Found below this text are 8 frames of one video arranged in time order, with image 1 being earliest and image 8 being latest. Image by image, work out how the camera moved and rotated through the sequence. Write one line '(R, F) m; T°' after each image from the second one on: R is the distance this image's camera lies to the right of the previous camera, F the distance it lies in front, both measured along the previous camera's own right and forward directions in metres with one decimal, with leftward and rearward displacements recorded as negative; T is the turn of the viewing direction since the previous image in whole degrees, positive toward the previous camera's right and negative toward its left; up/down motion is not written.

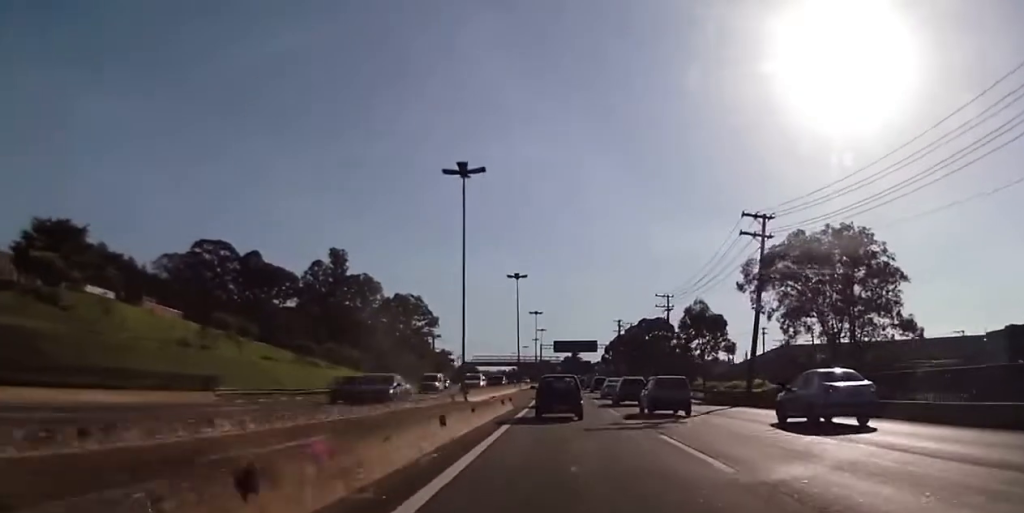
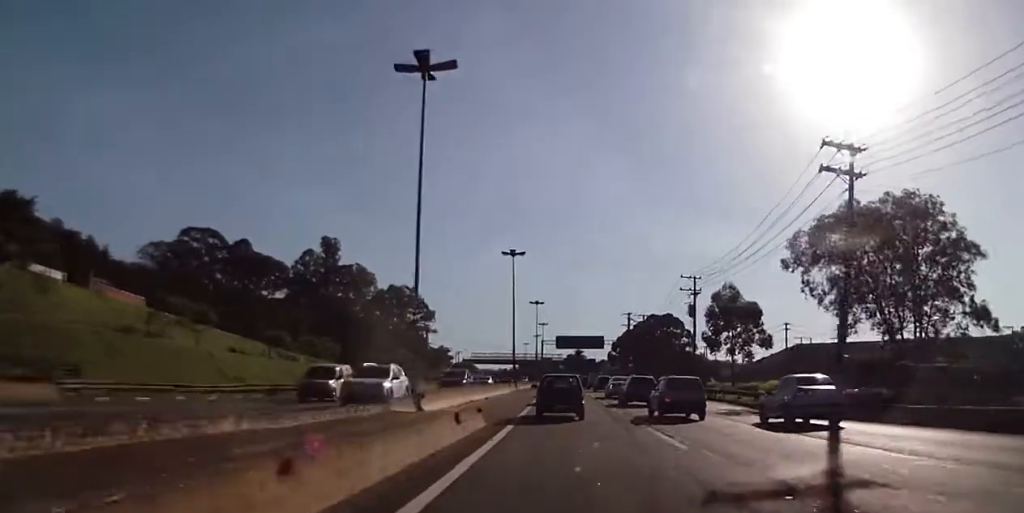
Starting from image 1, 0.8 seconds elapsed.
(+0.3, +13.1) m; 0°
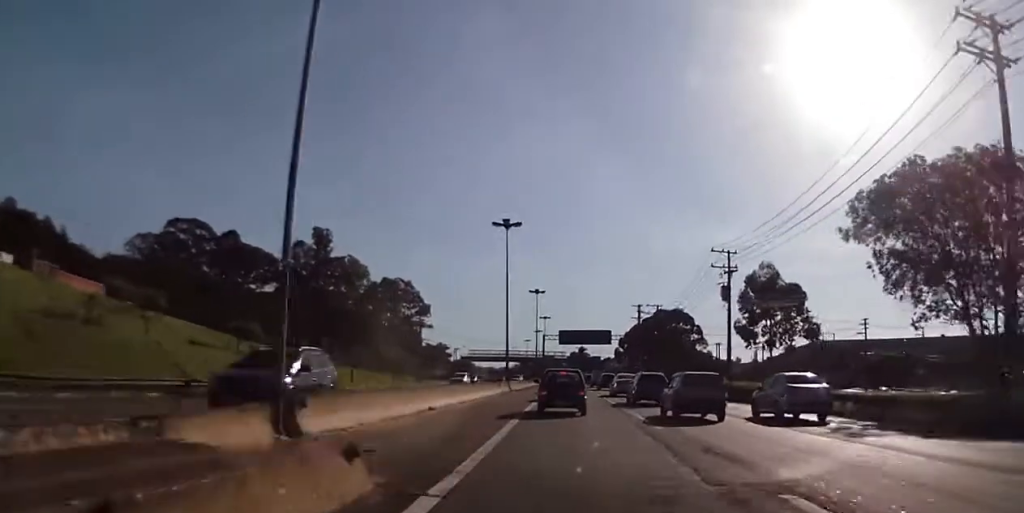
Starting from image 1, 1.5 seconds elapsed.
(-0.4, +11.6) m; 0°
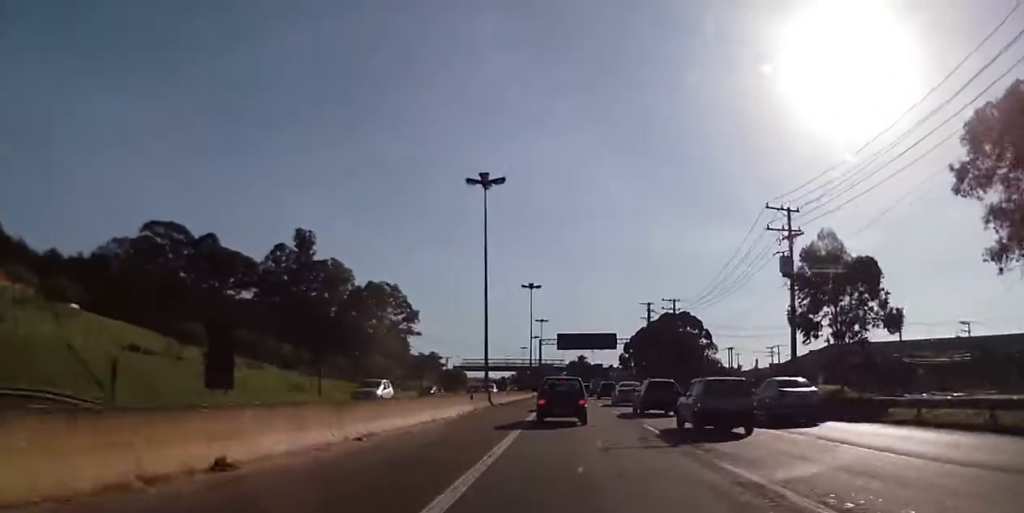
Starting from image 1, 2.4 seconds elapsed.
(+0.3, +13.9) m; 0°
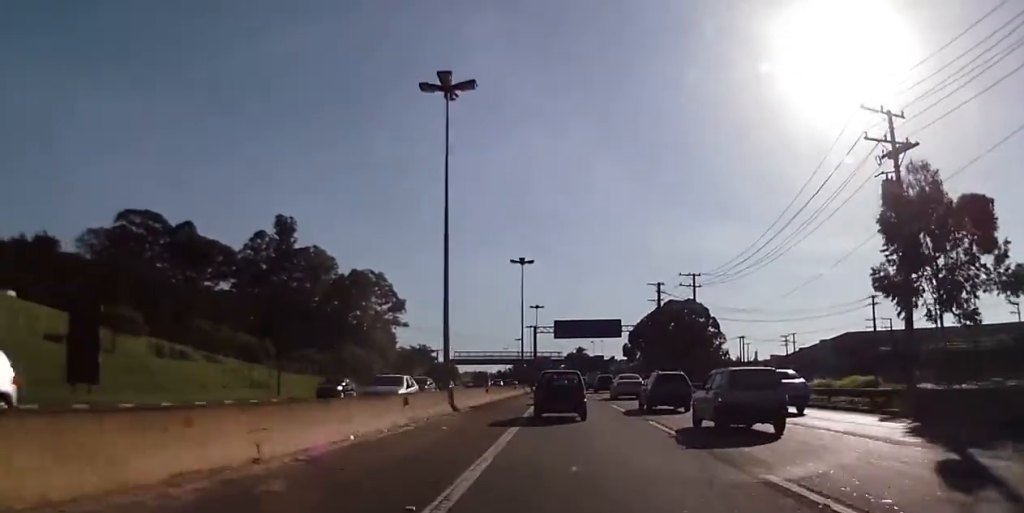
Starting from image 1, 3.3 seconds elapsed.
(-0.2, +12.8) m; 0°
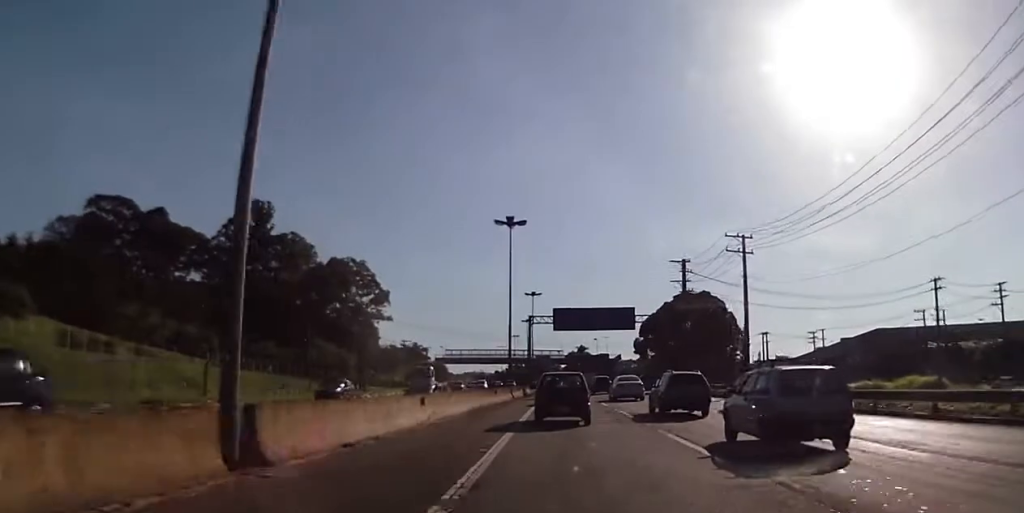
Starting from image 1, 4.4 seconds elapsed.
(+0.1, +17.5) m; +1°
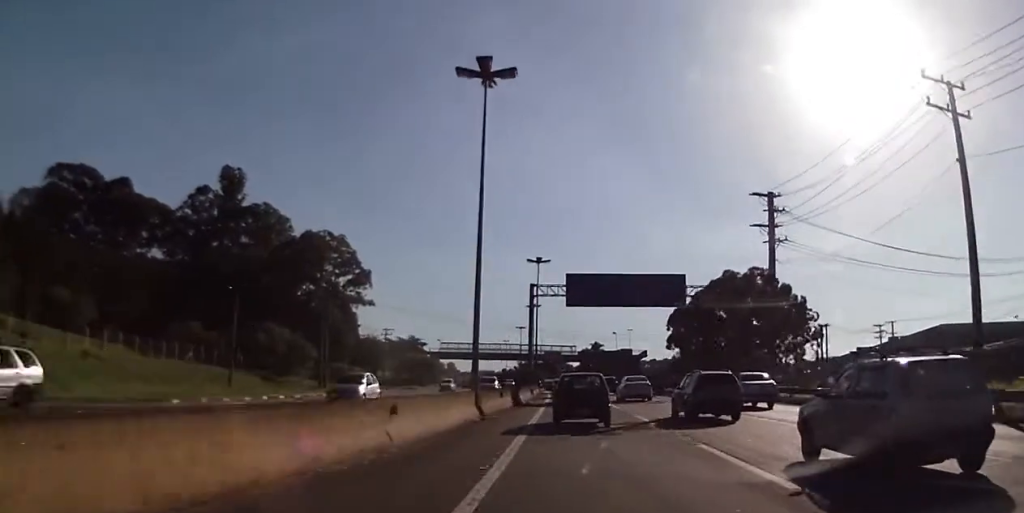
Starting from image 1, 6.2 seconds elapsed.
(-0.4, +25.3) m; -2°
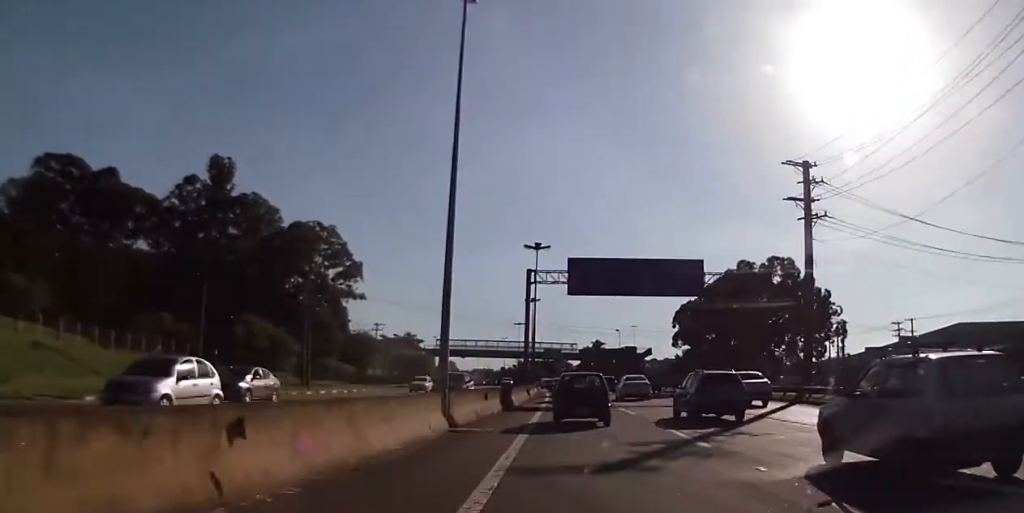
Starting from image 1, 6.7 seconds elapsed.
(-0.2, +6.4) m; 0°
